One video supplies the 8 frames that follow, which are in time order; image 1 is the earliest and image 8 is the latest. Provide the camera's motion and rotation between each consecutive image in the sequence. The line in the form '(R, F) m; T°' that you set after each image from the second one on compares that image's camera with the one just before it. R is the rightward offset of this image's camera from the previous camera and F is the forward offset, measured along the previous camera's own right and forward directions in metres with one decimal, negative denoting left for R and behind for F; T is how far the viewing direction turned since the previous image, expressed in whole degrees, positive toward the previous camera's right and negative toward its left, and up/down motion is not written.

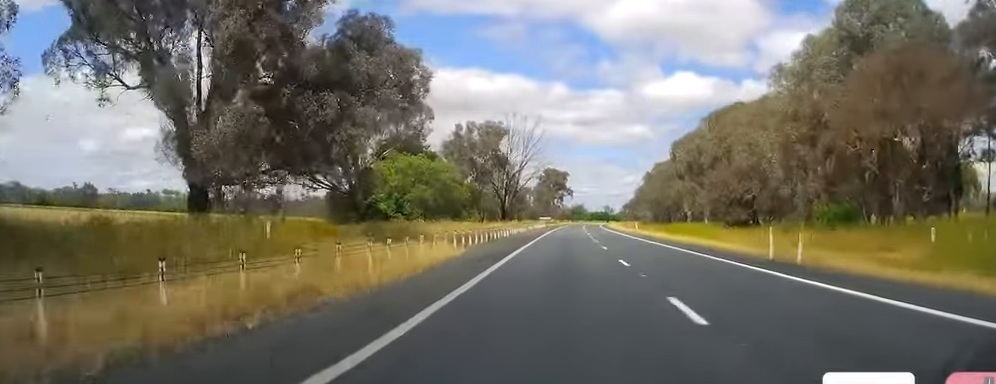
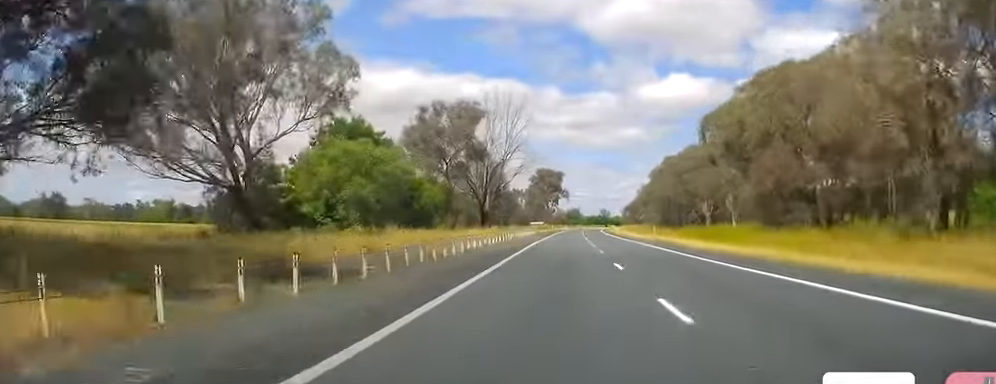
(-0.1, +23.6) m; 0°
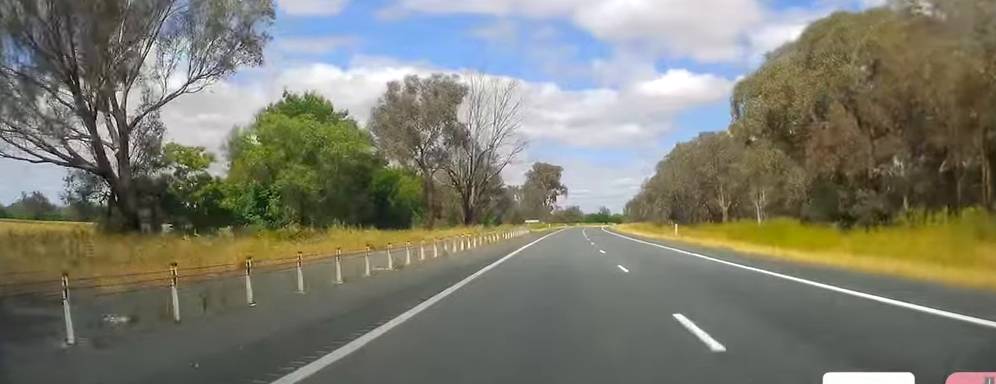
(-0.1, +14.1) m; 0°
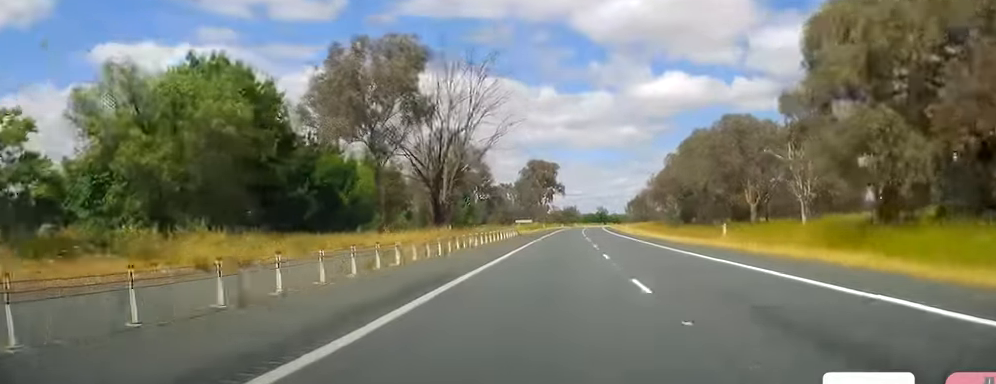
(+0.2, +17.9) m; +1°
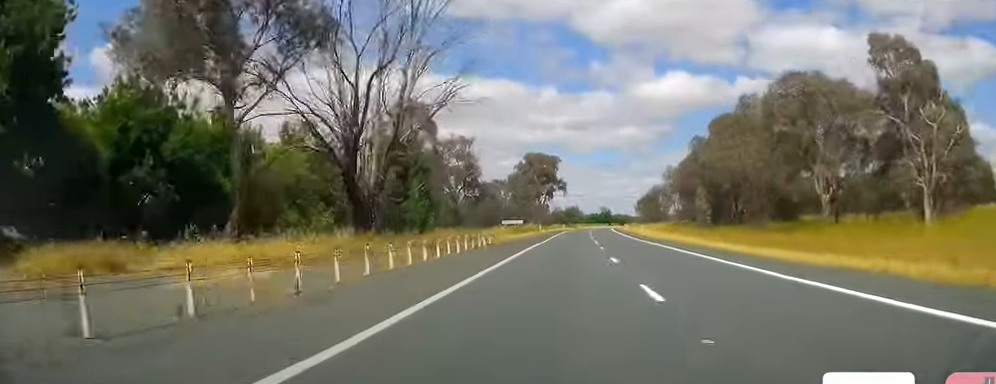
(+0.2, +25.5) m; 0°
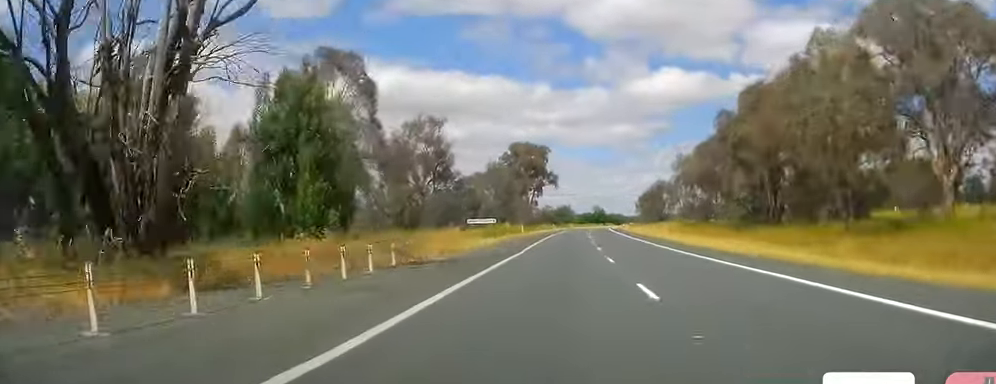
(-0.1, +23.7) m; 0°
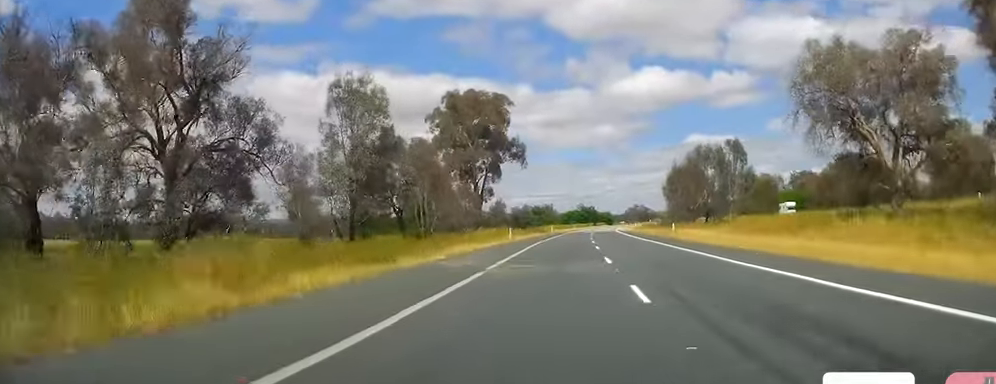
(+1.3, +73.0) m; +2°
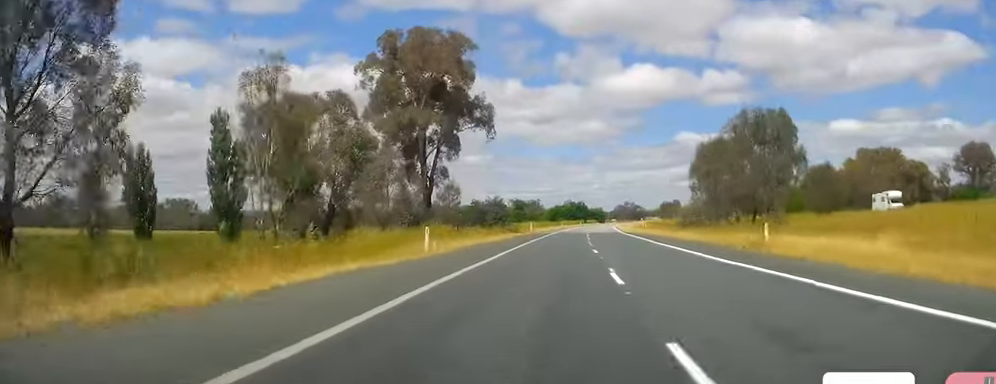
(+0.2, +31.2) m; 0°
